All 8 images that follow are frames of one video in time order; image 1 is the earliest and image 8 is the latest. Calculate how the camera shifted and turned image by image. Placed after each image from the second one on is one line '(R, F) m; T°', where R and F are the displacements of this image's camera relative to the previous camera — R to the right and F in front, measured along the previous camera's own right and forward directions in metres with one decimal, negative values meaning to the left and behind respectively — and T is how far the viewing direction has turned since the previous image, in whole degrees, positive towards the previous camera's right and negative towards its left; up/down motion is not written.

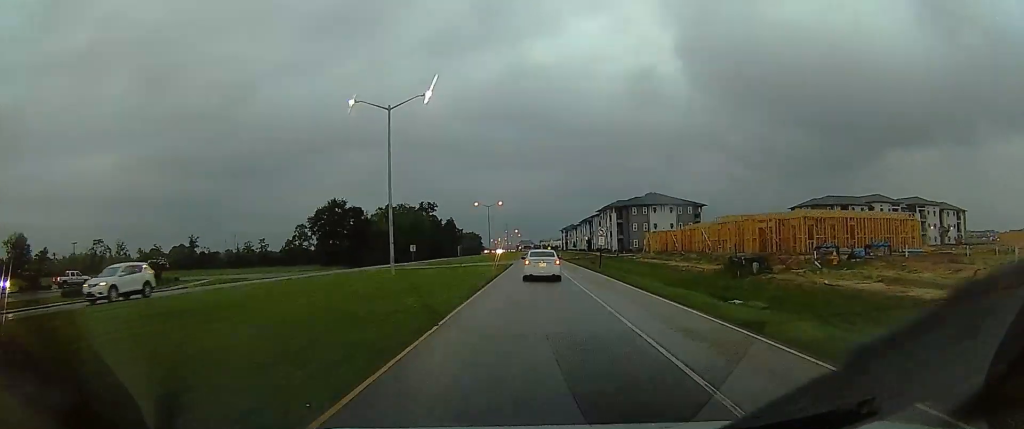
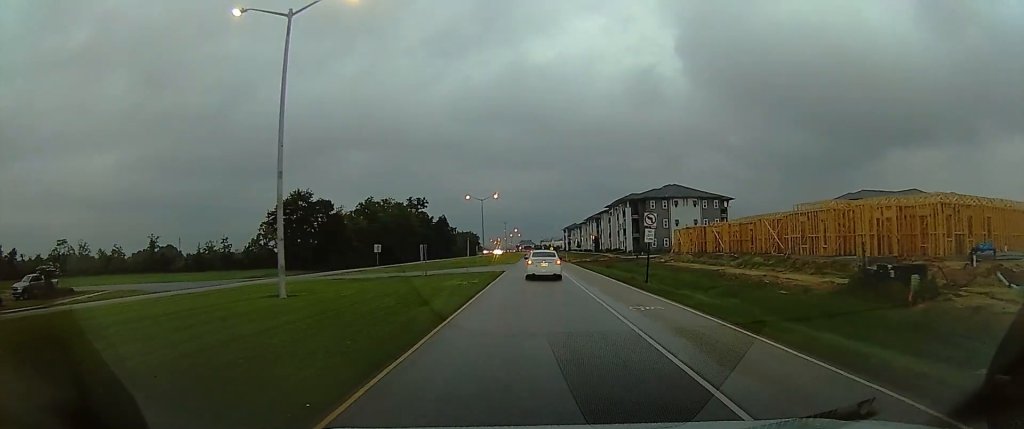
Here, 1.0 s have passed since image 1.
(0.0, +17.4) m; 0°
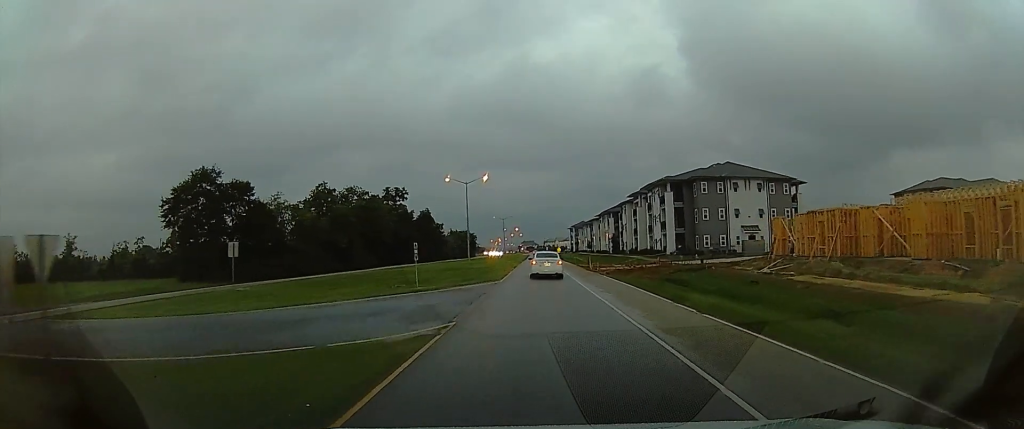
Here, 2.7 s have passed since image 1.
(-0.4, +29.7) m; -4°
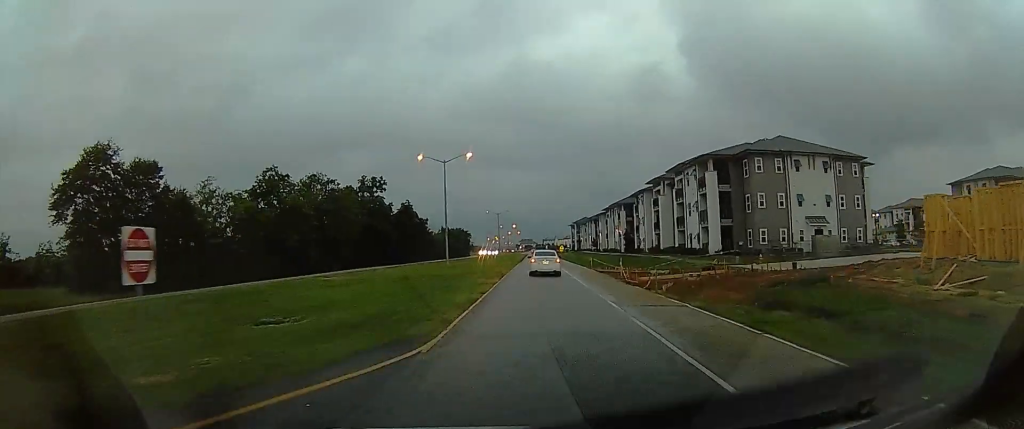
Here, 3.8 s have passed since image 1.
(-0.8, +18.8) m; +1°
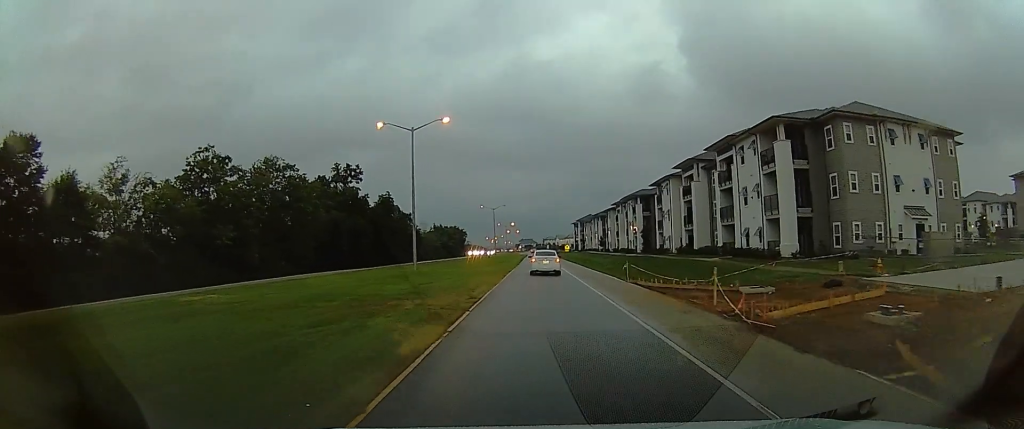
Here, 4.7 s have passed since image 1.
(+1.0, +16.8) m; +3°
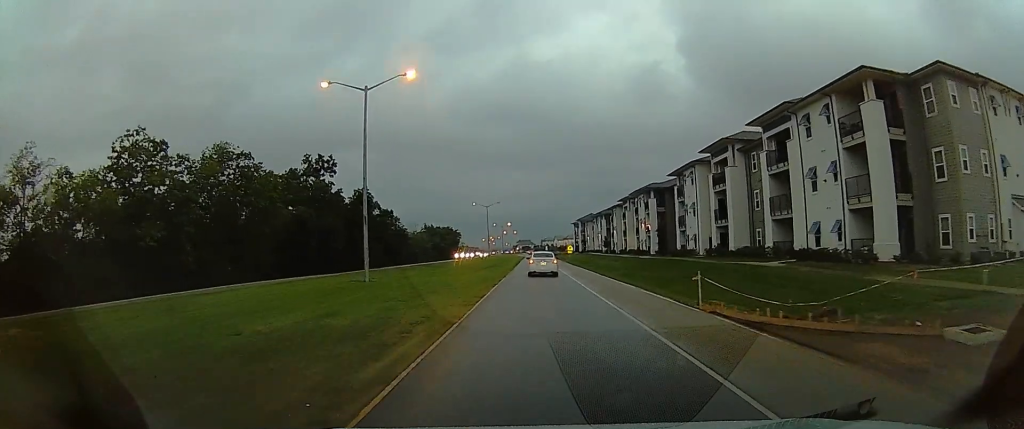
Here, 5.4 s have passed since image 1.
(0.0, +12.8) m; 0°
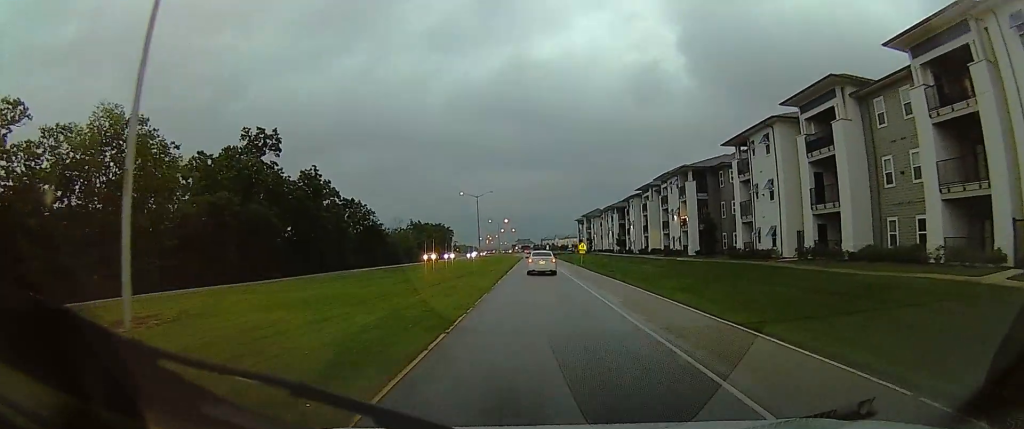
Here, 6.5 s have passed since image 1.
(0.0, +20.5) m; 0°
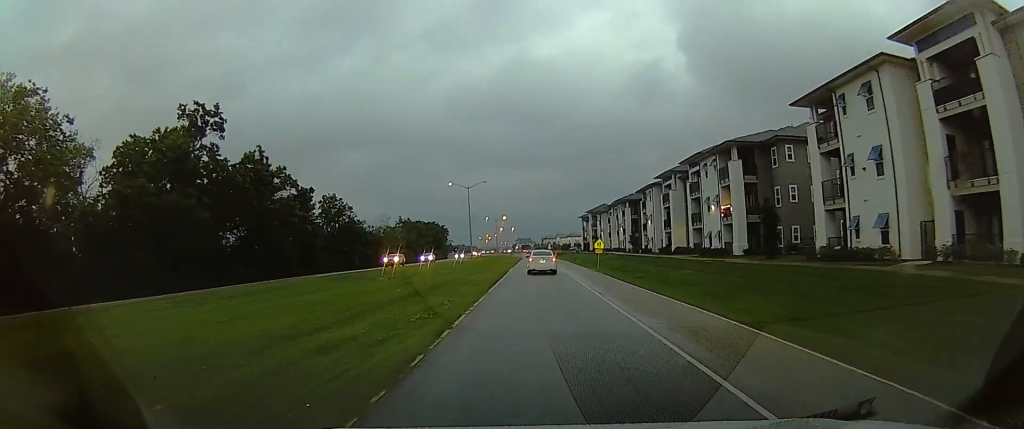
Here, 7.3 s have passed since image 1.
(0.0, +14.7) m; 0°
